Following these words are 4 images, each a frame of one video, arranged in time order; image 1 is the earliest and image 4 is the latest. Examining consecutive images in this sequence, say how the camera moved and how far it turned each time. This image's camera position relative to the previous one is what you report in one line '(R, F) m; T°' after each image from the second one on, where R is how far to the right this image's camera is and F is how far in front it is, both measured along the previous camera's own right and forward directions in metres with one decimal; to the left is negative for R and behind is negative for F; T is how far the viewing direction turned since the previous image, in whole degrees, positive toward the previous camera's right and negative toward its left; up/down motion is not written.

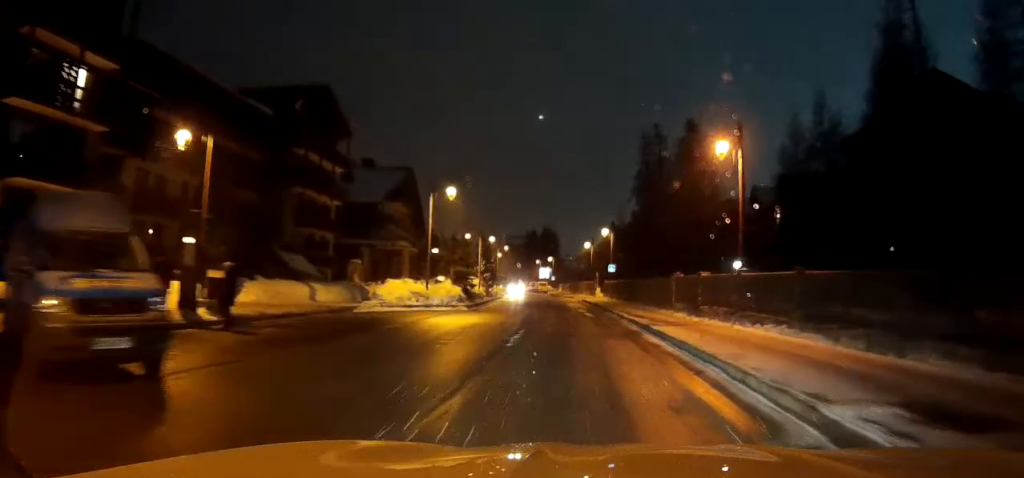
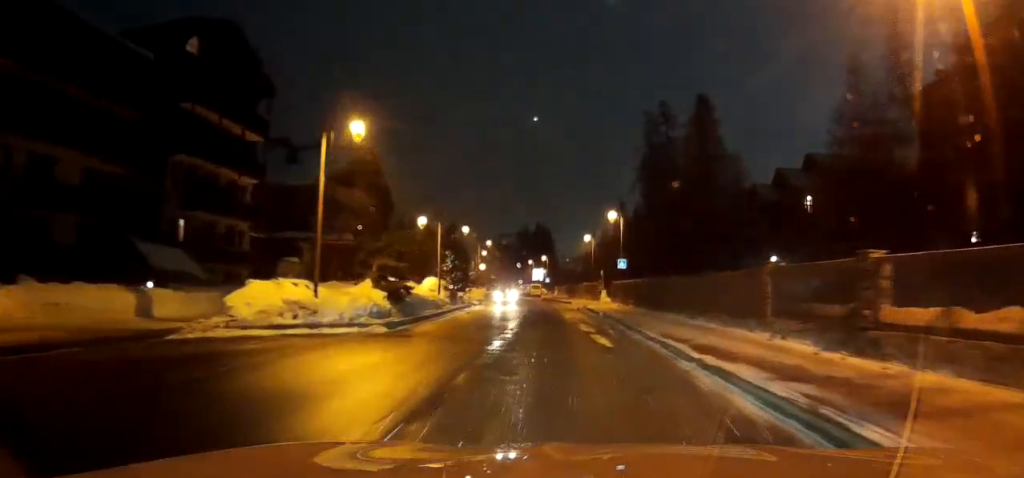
(0.0, +13.6) m; 0°
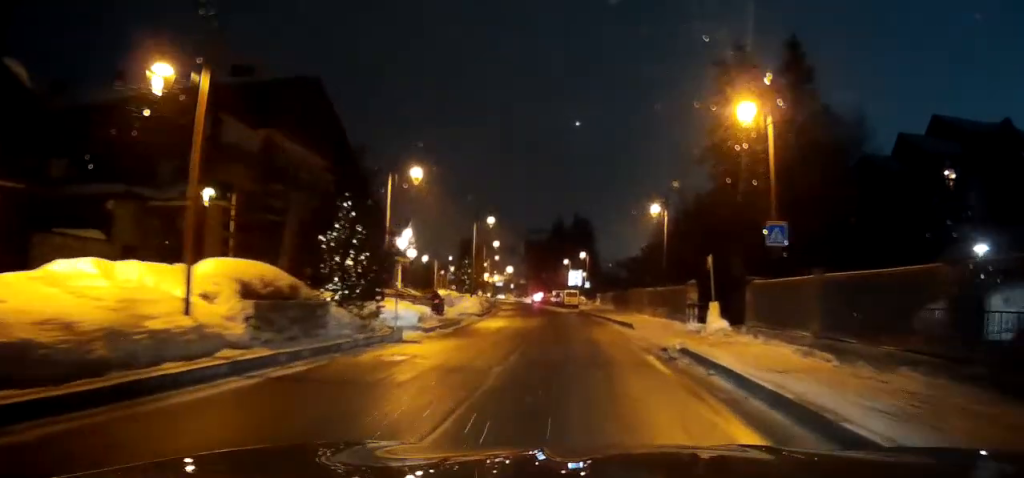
(0.0, +24.9) m; 0°
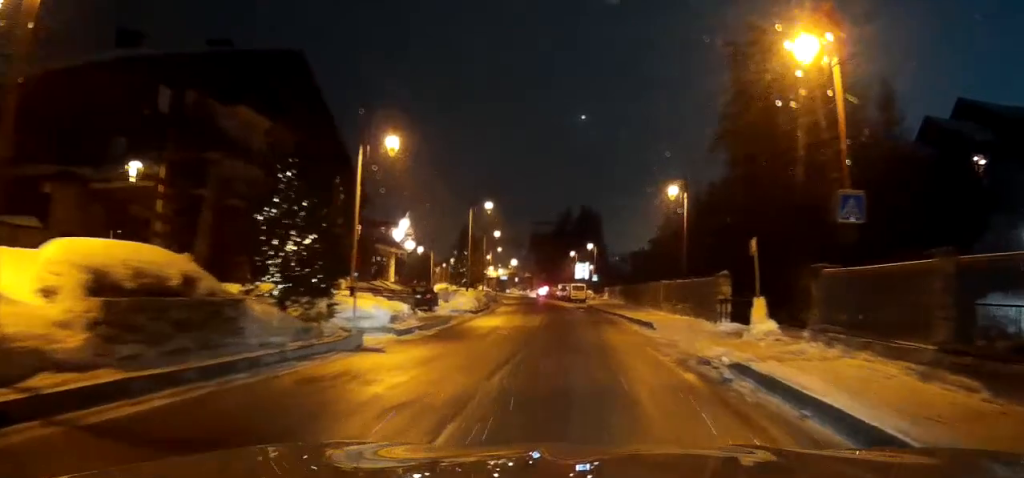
(0.0, +4.0) m; 0°
